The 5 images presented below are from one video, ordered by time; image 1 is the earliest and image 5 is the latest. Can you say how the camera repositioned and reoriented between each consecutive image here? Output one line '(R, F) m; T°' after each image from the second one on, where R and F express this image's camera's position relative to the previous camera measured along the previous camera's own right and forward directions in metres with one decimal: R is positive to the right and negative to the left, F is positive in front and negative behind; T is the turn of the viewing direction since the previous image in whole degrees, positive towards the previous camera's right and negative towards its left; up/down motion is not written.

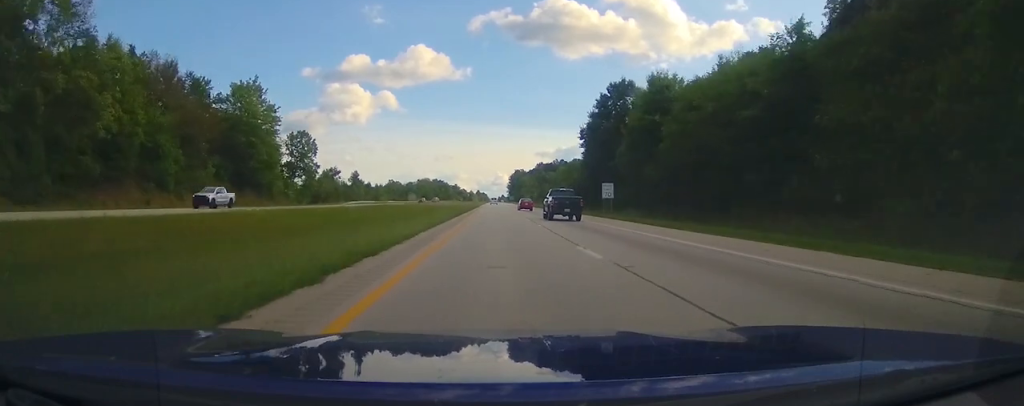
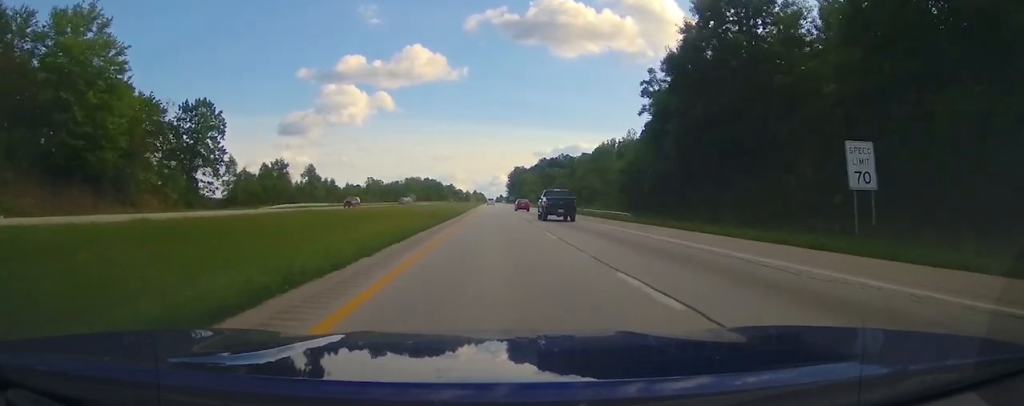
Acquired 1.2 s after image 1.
(0.0, +41.9) m; 0°
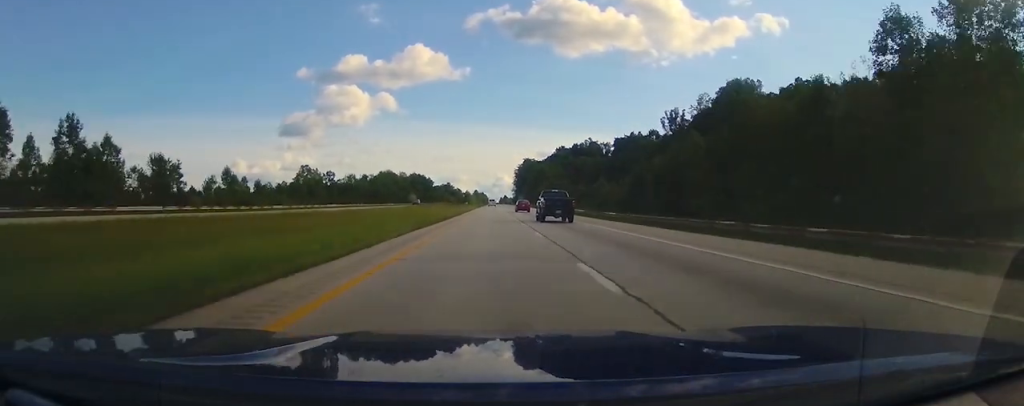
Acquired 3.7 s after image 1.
(0.0, +84.2) m; 0°
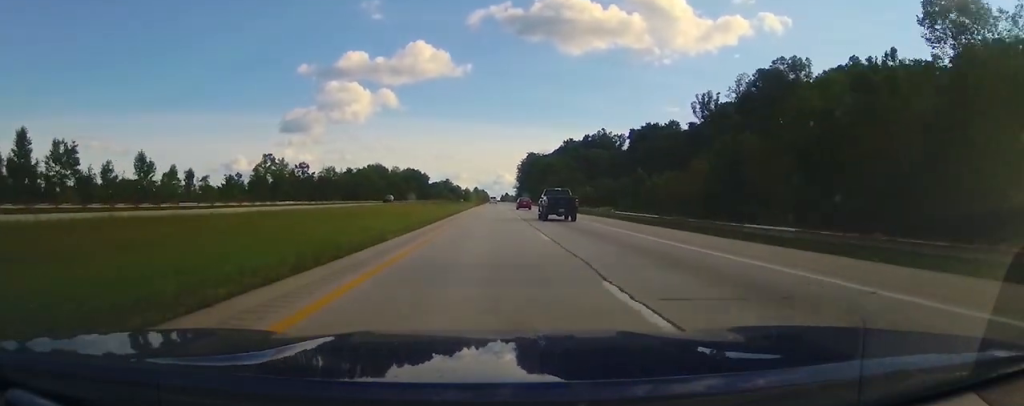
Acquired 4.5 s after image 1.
(0.0, +26.2) m; 0°
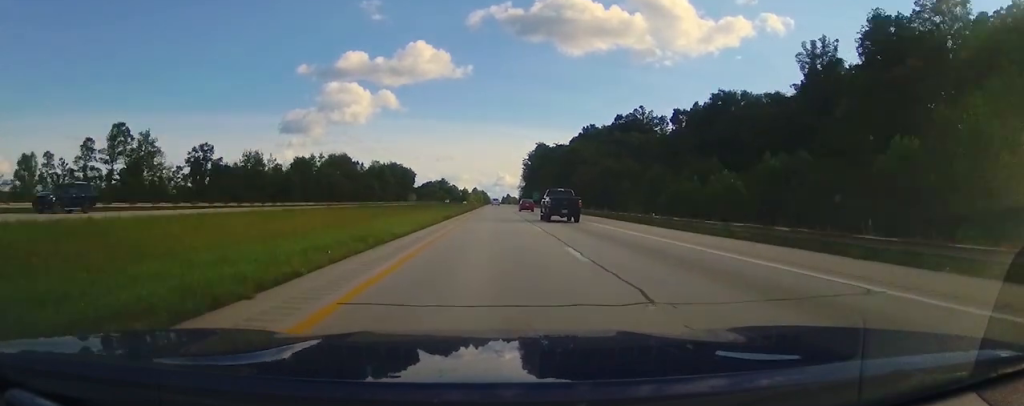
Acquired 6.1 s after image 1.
(-0.5, +54.5) m; -1°
